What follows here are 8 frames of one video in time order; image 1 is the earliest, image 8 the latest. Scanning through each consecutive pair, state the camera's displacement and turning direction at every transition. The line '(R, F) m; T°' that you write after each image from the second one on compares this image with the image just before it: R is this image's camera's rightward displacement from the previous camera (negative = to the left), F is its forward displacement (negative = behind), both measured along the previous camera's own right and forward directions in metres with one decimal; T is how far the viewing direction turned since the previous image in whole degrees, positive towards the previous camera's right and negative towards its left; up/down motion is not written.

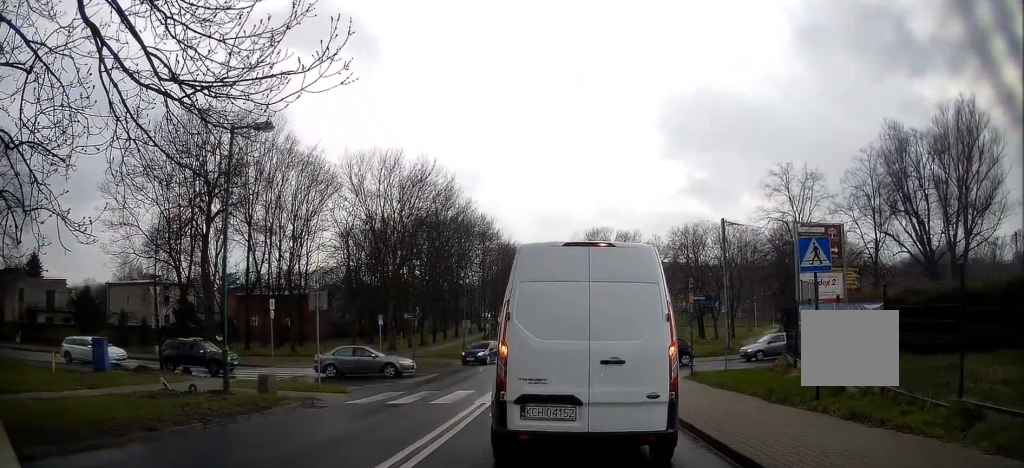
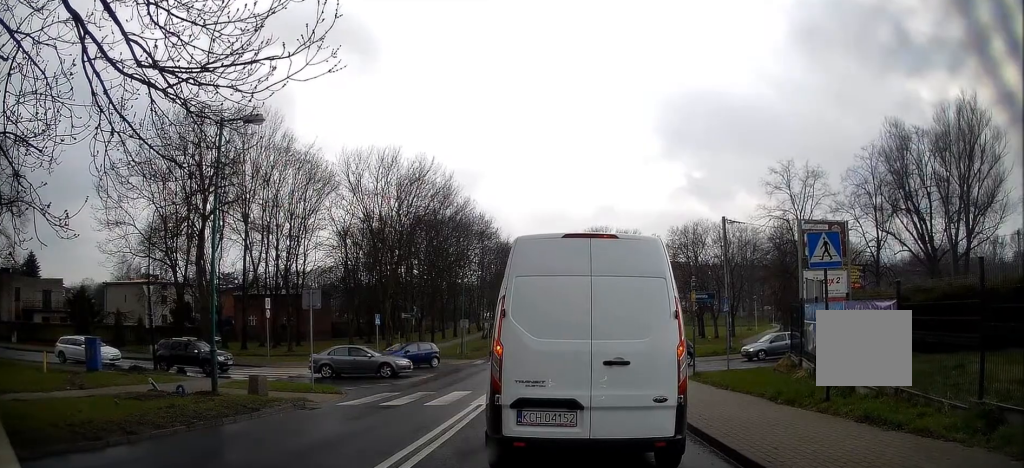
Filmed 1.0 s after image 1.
(0.0, +0.3) m; 0°
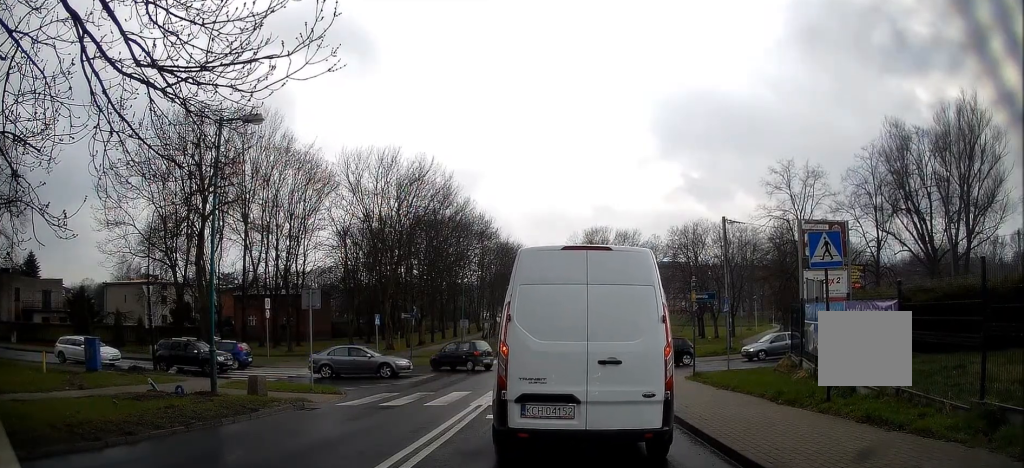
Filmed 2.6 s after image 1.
(-0.1, +0.2) m; 0°
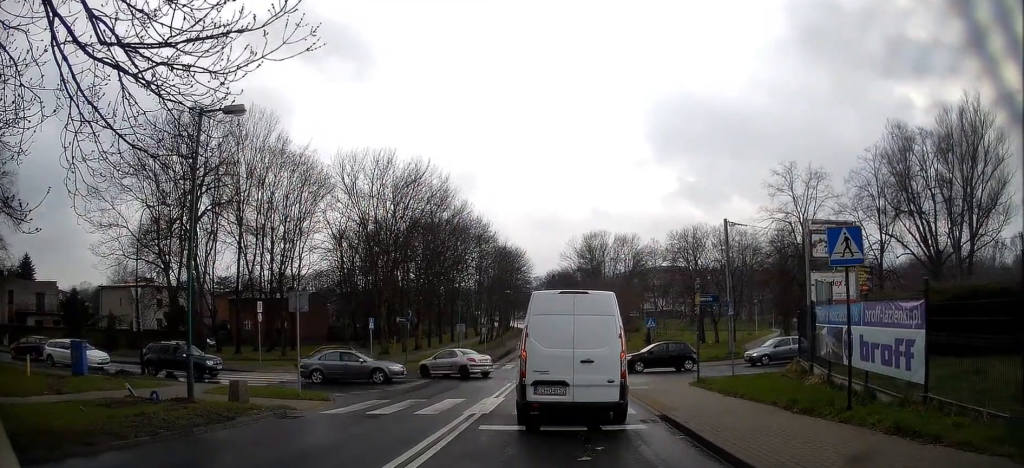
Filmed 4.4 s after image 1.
(-0.1, +0.3) m; 0°
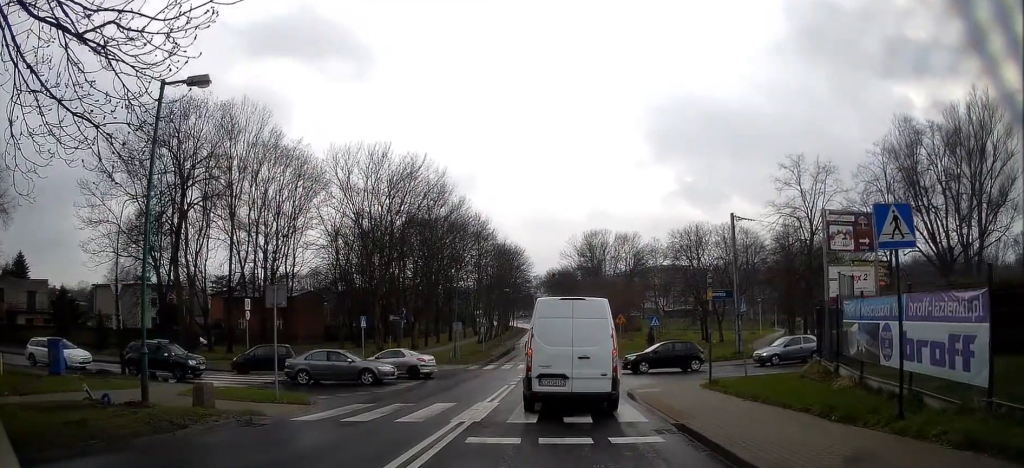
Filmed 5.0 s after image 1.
(+0.3, +0.7) m; +5°
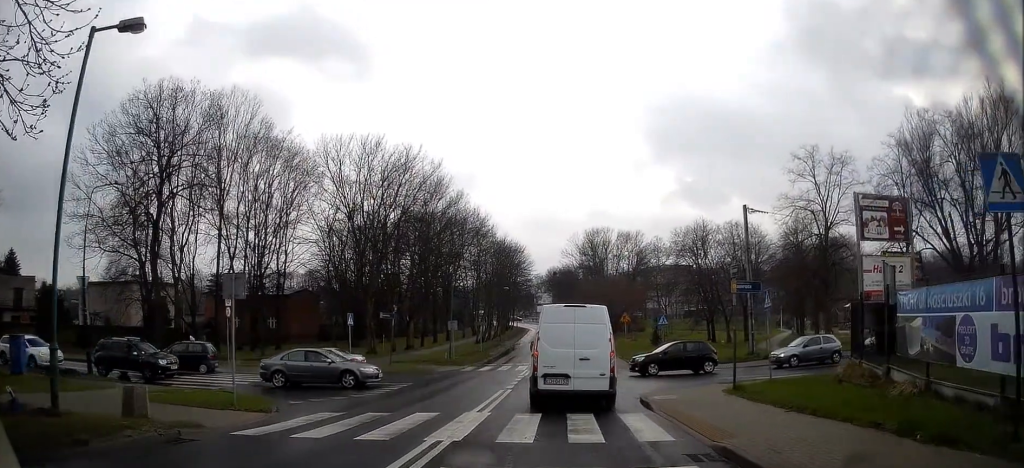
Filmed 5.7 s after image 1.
(+0.3, +1.1) m; +6°
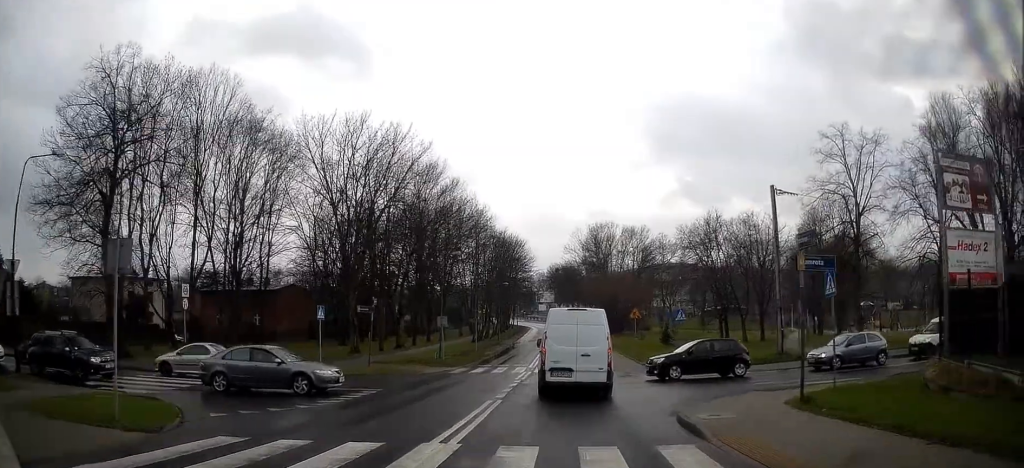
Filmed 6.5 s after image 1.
(-0.3, +2.8) m; -2°
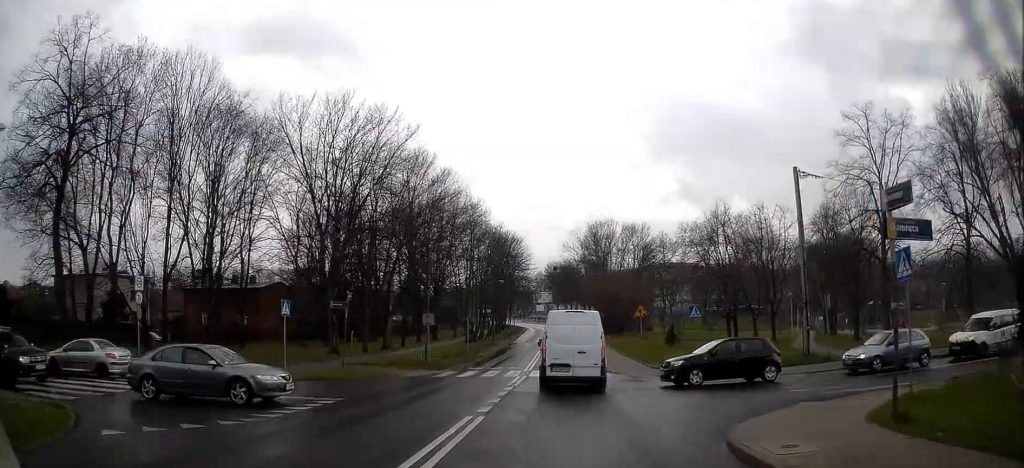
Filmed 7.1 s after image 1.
(+0.1, +2.9) m; +1°
